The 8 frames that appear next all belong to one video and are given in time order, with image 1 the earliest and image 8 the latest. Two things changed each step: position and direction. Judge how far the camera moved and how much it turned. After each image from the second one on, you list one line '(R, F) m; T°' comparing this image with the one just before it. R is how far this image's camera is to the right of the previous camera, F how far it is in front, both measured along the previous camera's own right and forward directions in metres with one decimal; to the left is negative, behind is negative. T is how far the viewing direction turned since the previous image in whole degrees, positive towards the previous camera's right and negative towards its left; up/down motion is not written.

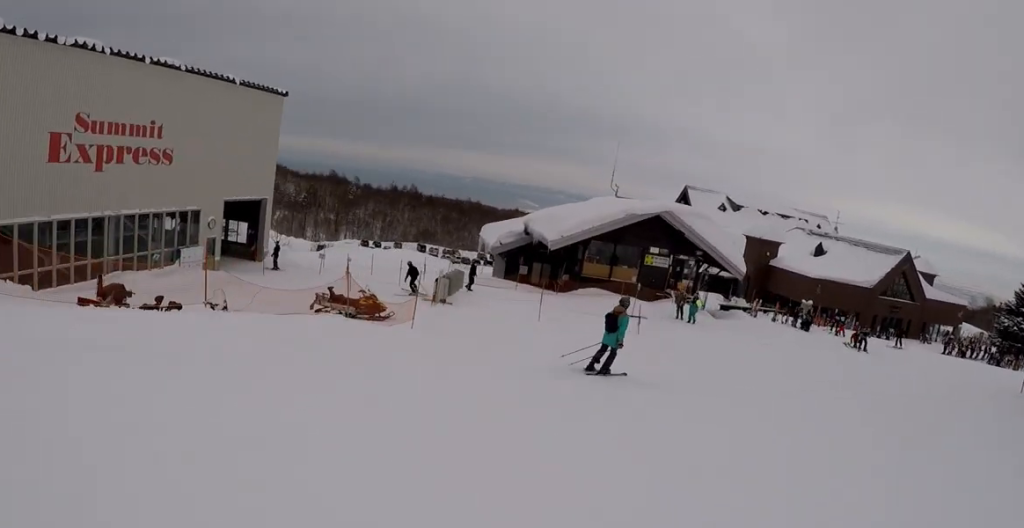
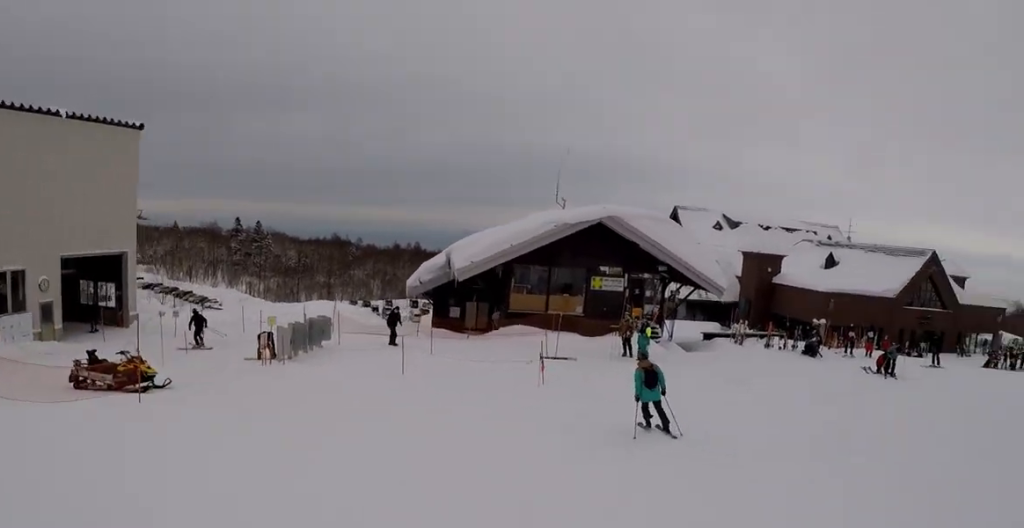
(-1.1, +10.4) m; -4°
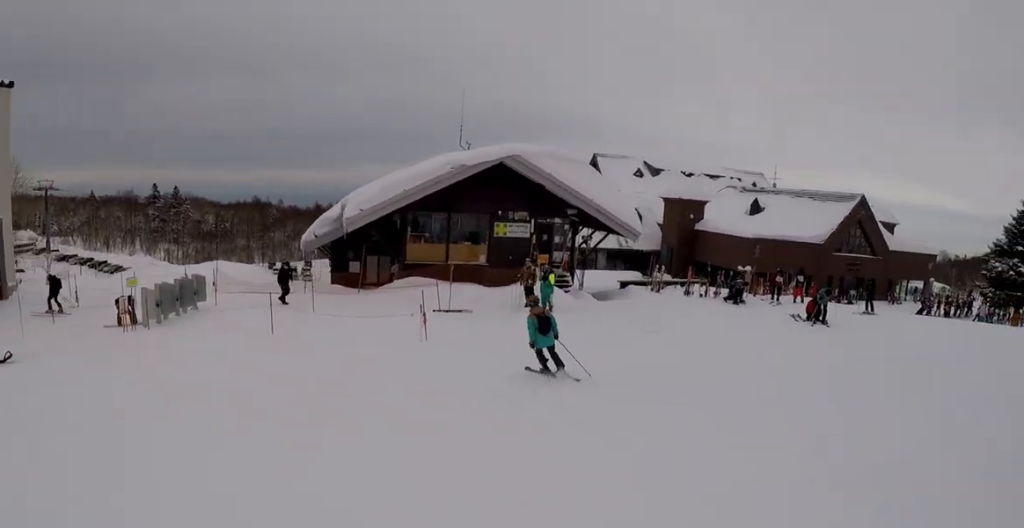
(-0.1, +2.4) m; +2°
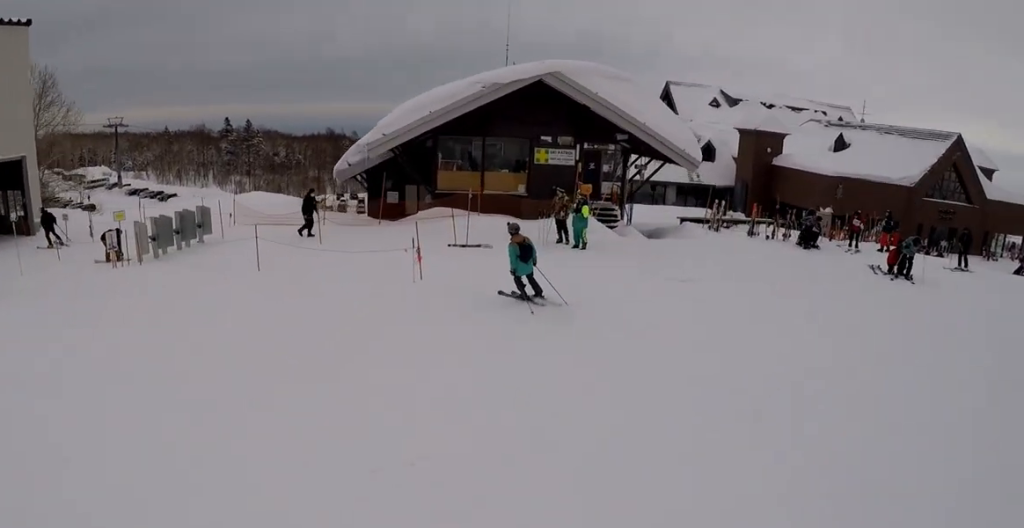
(+0.2, +3.0) m; -4°
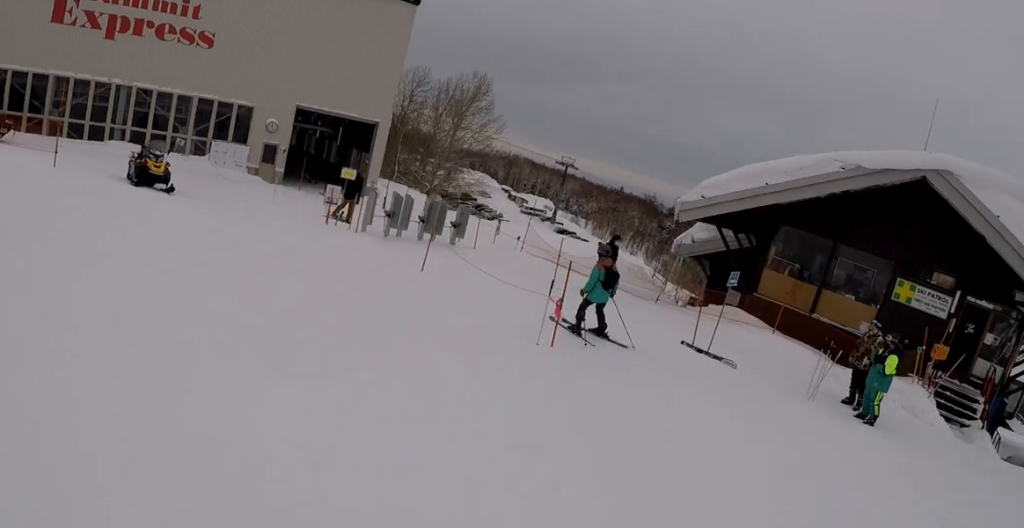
(-0.6, +6.1) m; -19°
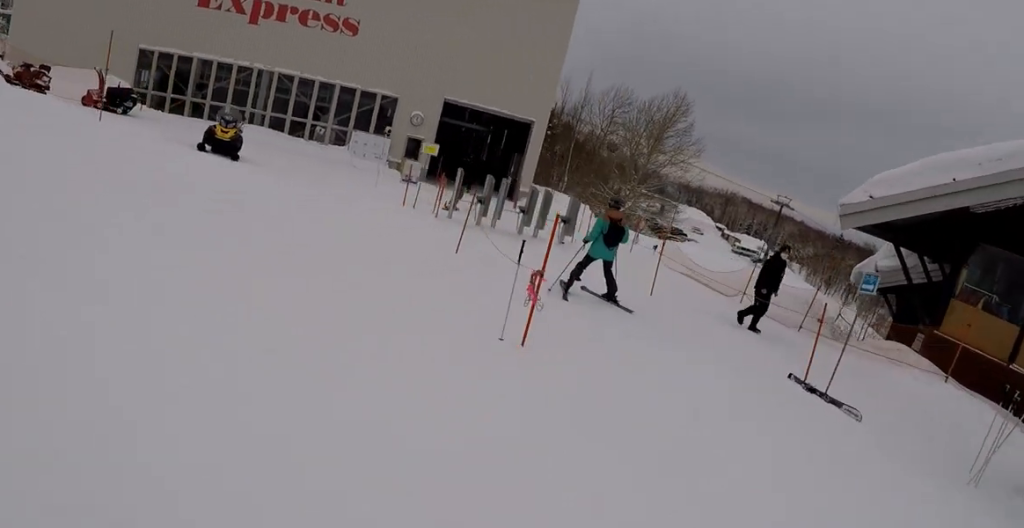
(-0.7, +4.2) m; -23°
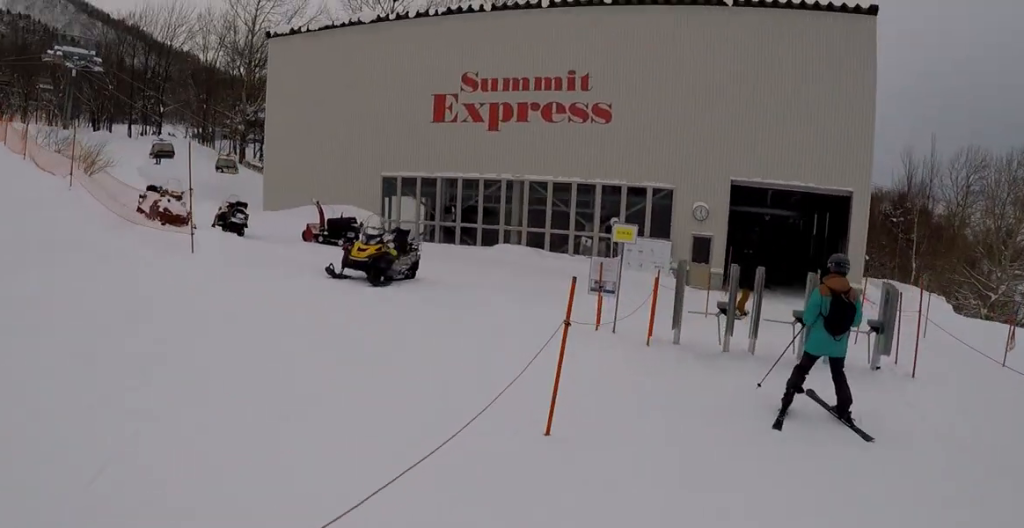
(-3.3, +6.0) m; -60°
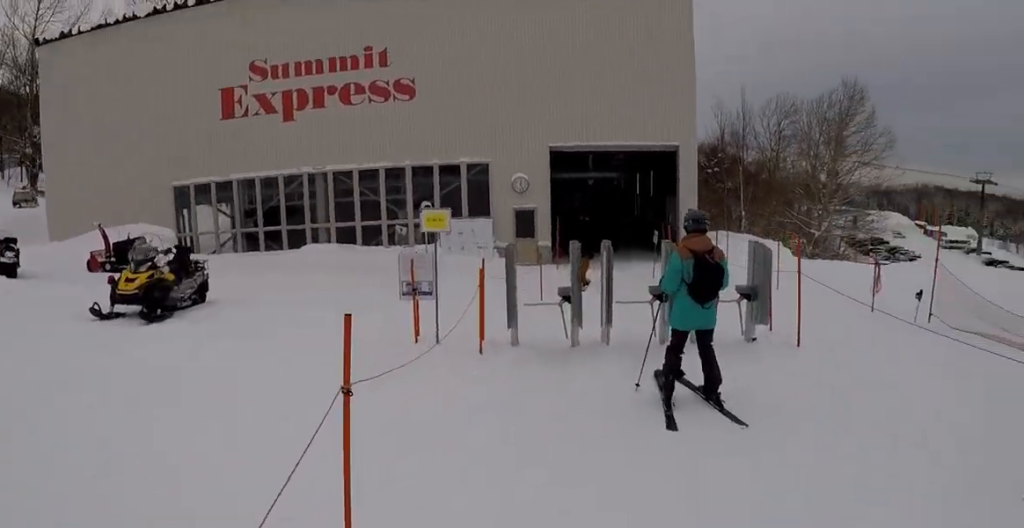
(-0.4, +2.0) m; -4°
